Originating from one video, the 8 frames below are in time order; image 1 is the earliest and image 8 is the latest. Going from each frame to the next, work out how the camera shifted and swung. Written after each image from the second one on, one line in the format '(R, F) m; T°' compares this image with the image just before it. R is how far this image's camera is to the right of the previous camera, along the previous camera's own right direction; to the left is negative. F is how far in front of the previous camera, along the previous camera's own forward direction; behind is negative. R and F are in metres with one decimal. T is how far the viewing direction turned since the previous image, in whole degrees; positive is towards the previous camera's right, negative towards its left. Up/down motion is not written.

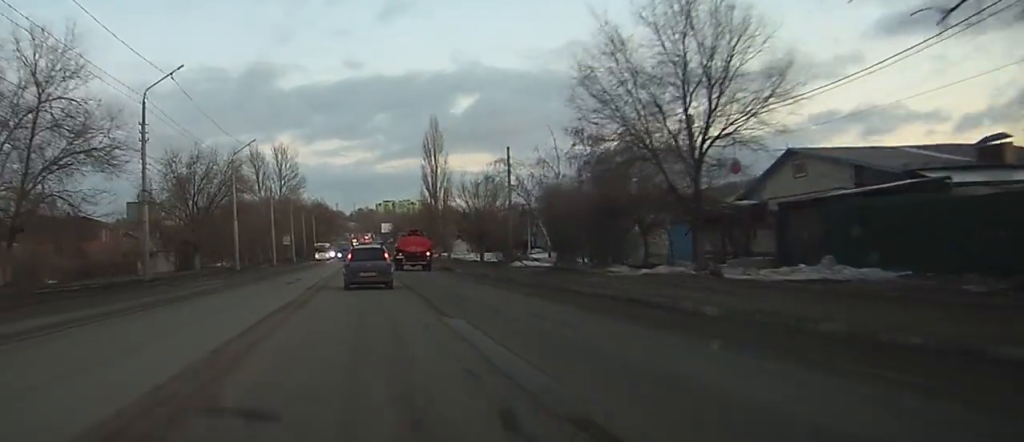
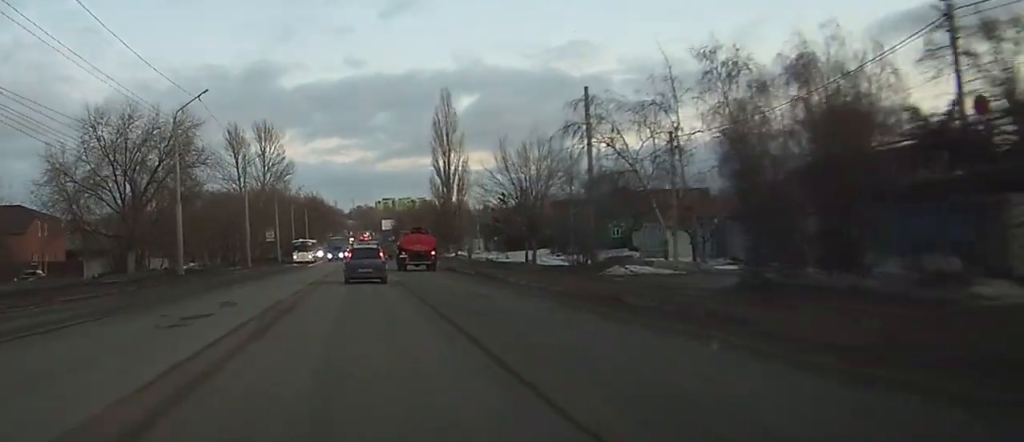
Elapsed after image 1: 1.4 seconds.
(+0.2, +21.5) m; +1°
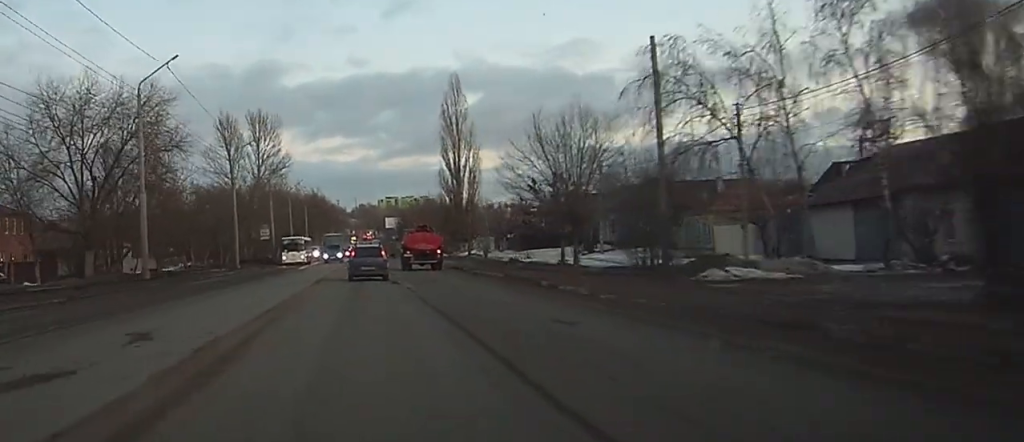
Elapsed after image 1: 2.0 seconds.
(0.0, +8.9) m; 0°
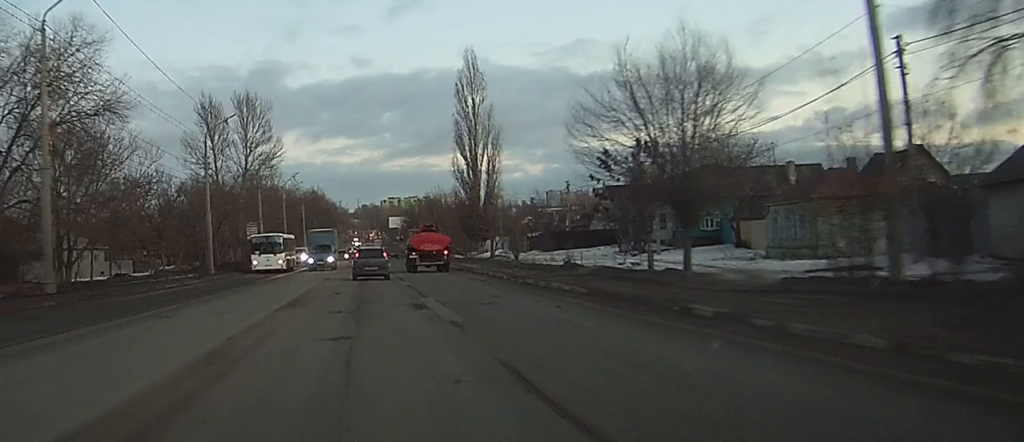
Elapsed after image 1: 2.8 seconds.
(-0.1, +13.2) m; 0°
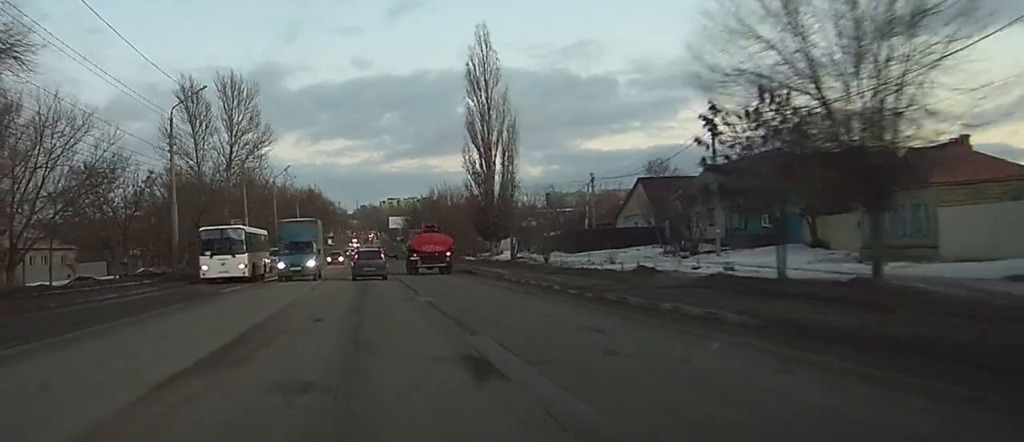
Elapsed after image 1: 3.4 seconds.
(0.0, +10.2) m; 0°
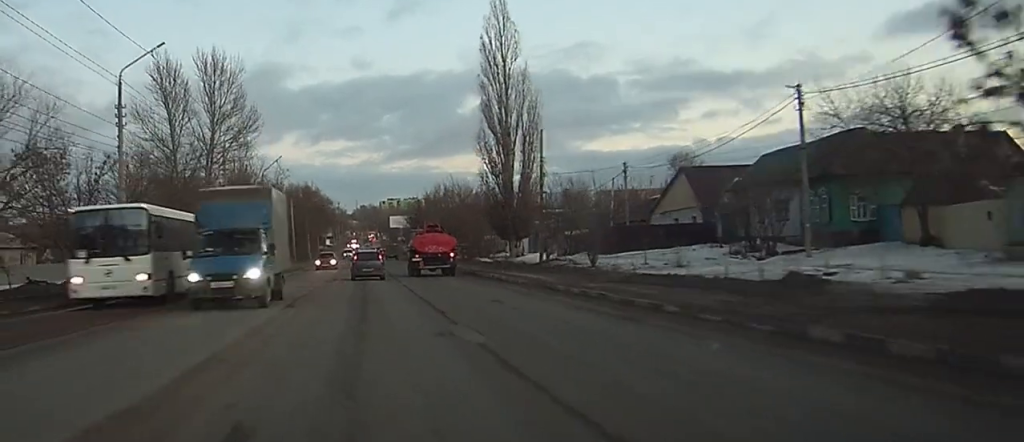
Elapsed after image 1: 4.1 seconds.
(0.0, +10.3) m; 0°
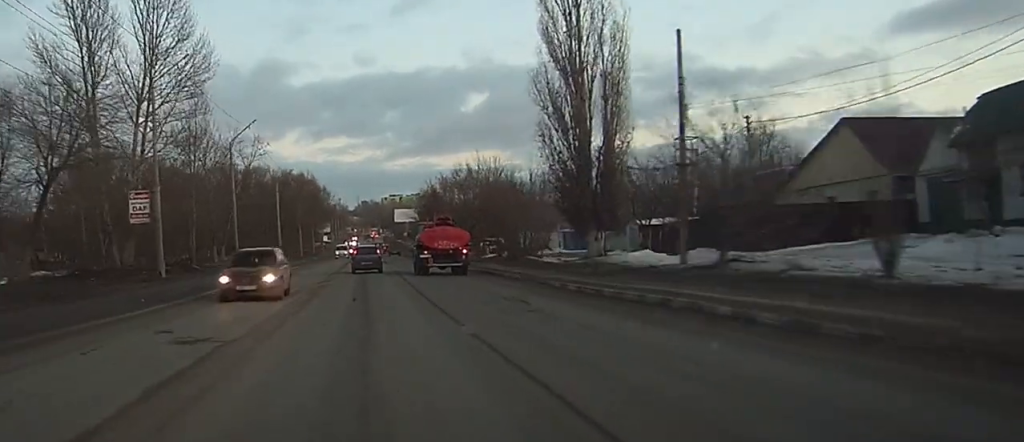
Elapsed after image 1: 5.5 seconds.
(+0.1, +23.0) m; 0°
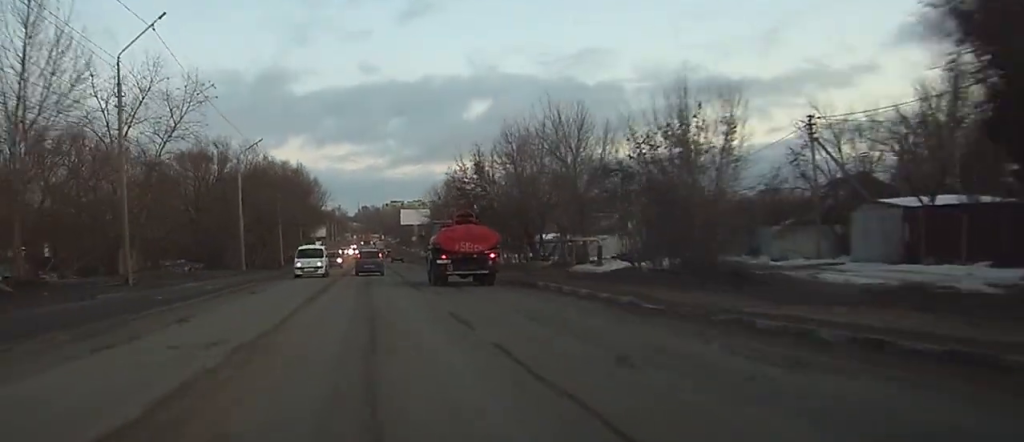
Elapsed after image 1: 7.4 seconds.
(+0.1, +32.0) m; 0°
